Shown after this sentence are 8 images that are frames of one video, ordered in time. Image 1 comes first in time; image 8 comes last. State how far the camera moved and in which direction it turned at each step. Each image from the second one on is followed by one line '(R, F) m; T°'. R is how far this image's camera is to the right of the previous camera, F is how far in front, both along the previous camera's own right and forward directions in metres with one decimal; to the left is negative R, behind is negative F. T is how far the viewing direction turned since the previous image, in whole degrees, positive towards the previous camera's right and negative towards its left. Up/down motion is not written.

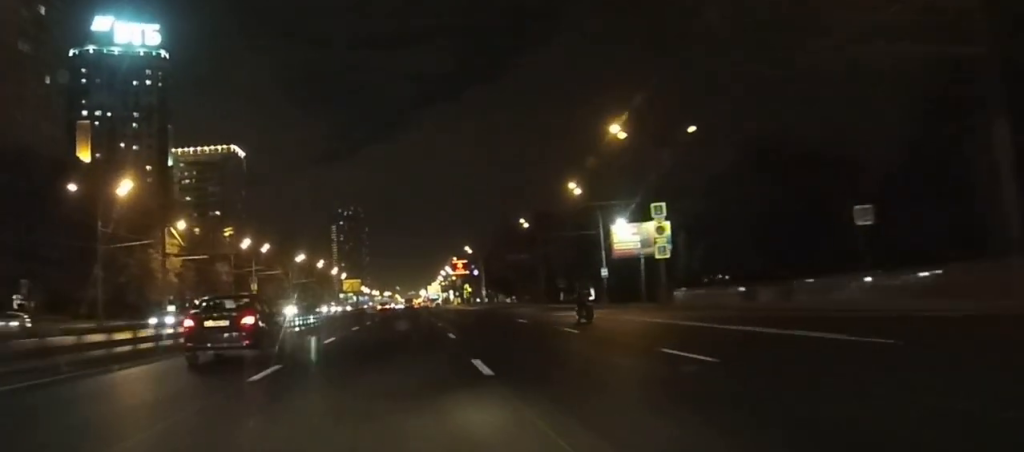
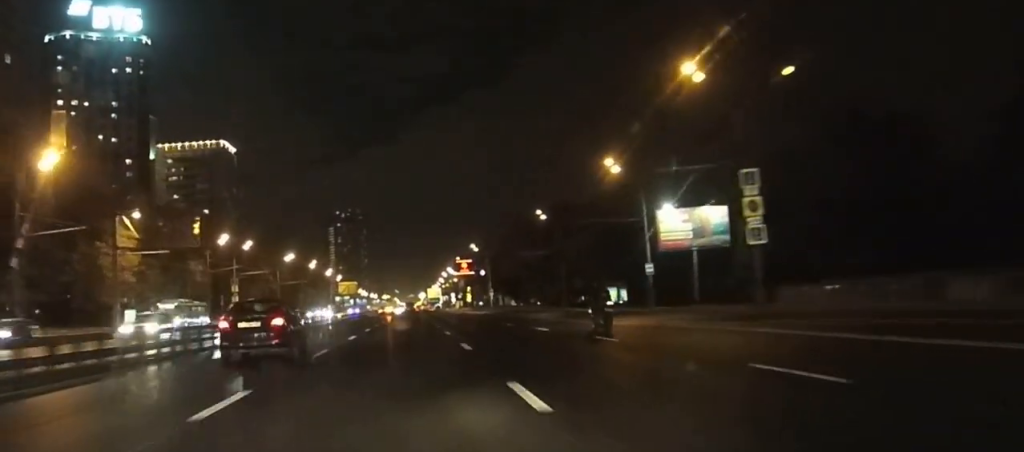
(0.0, +16.3) m; 0°
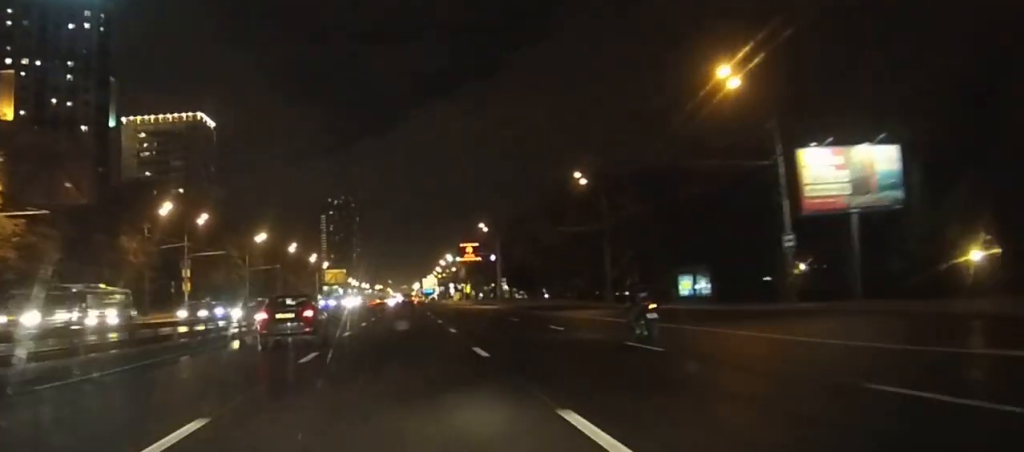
(0.0, +27.2) m; 0°
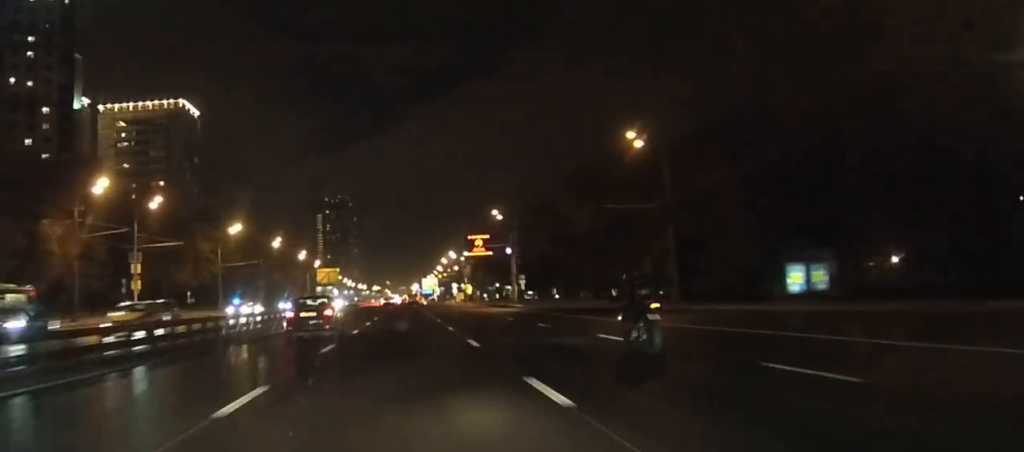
(0.0, +20.3) m; 0°
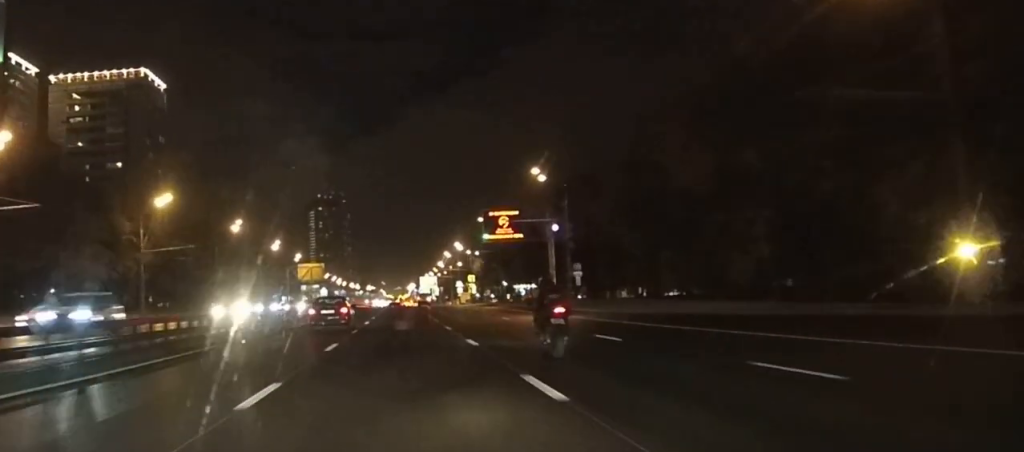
(0.0, +35.0) m; 0°
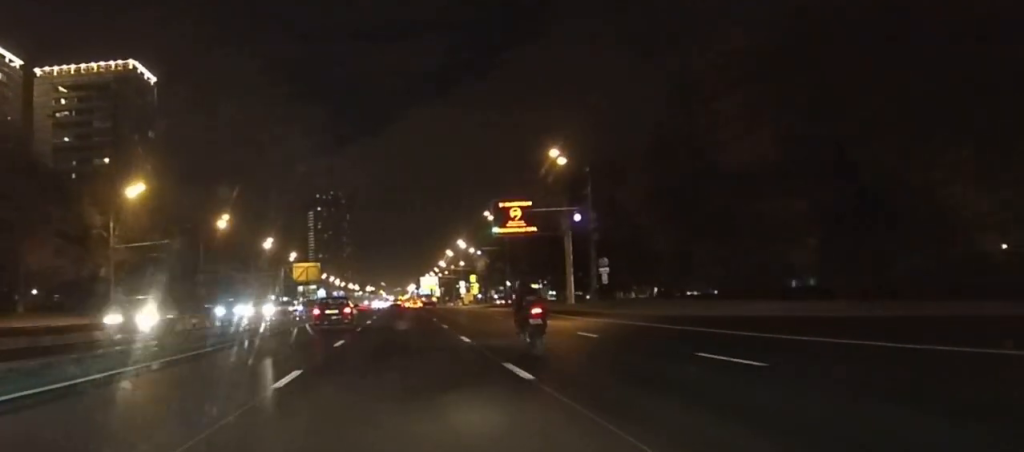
(0.0, +9.3) m; 0°
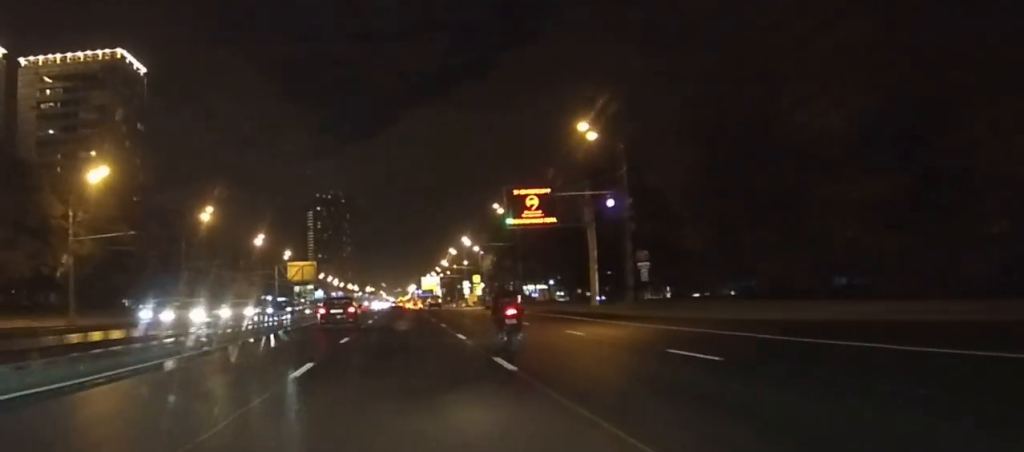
(0.0, +10.0) m; 0°
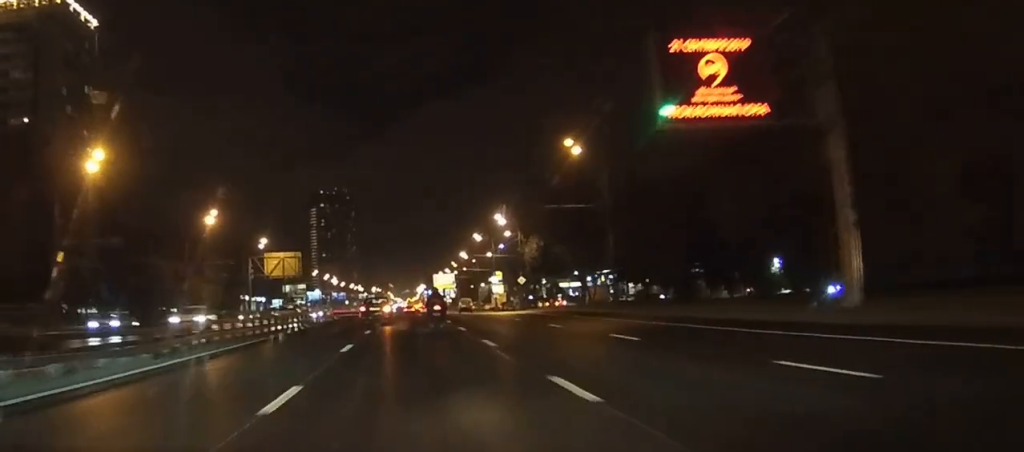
(-0.1, +42.2) m; 0°
